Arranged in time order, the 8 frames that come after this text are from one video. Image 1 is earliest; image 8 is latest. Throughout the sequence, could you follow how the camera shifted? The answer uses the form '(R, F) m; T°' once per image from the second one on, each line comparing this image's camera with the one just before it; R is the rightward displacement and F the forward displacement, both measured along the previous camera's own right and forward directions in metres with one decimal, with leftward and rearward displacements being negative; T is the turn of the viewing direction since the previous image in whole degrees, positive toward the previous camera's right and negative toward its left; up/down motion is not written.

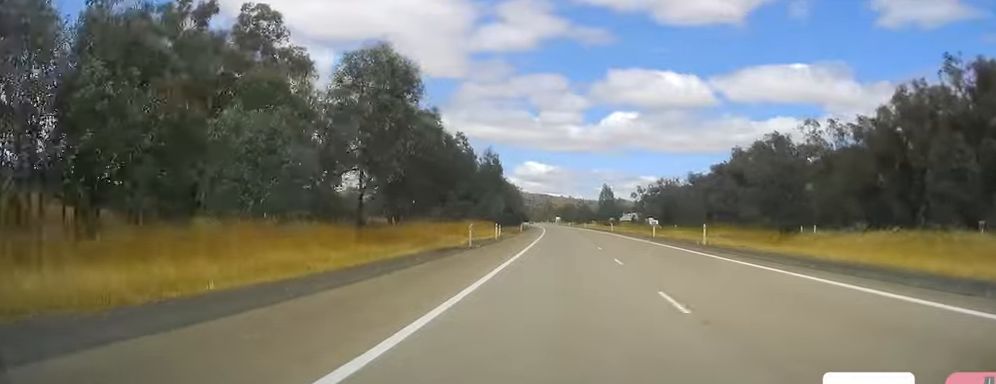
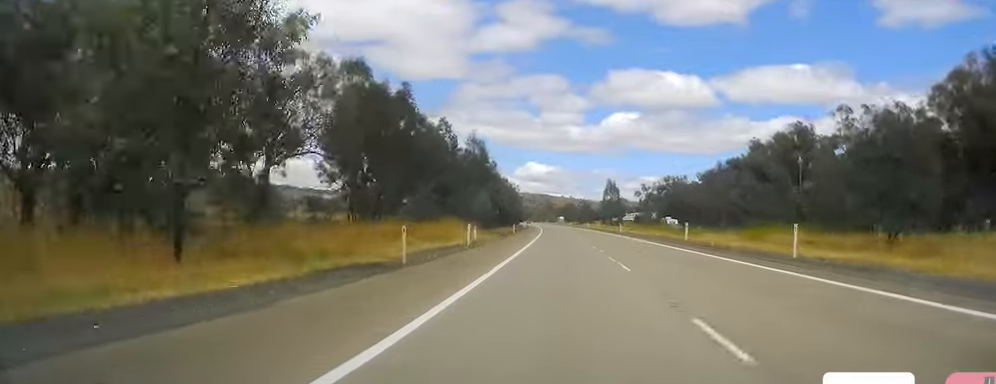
(0.0, +15.5) m; 0°
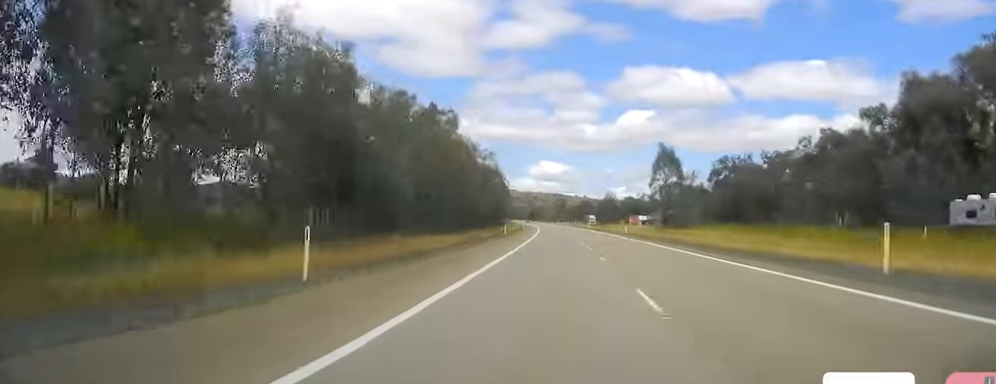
(-0.1, +68.1) m; -1°
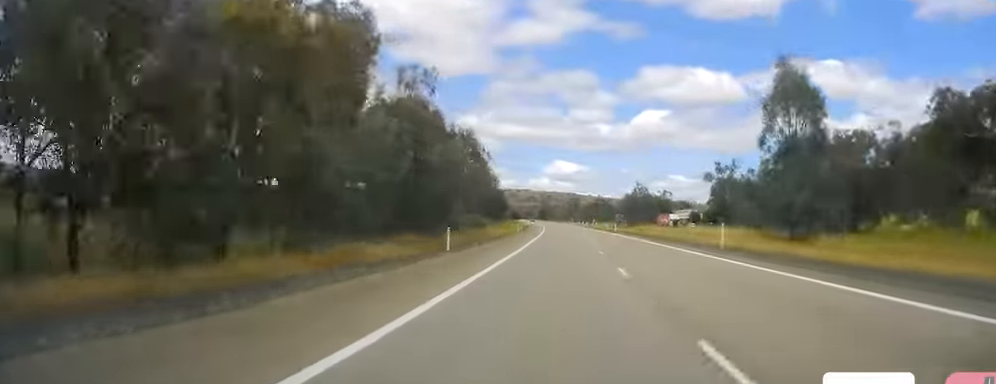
(-0.4, +42.1) m; 0°
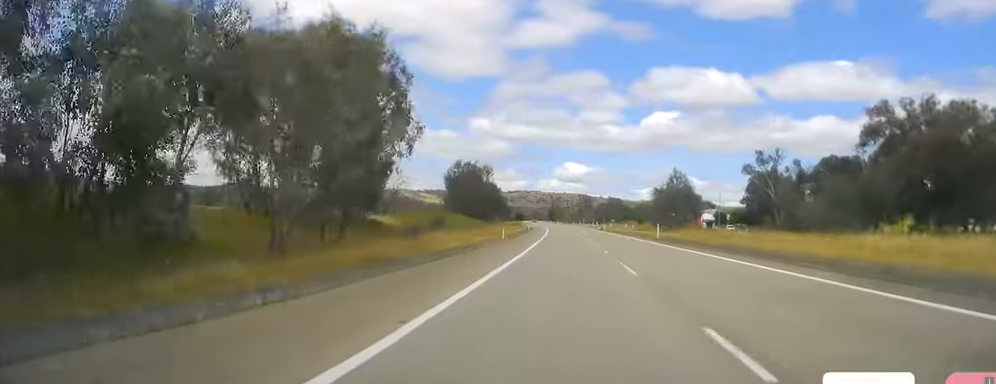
(+0.4, +35.1) m; -1°
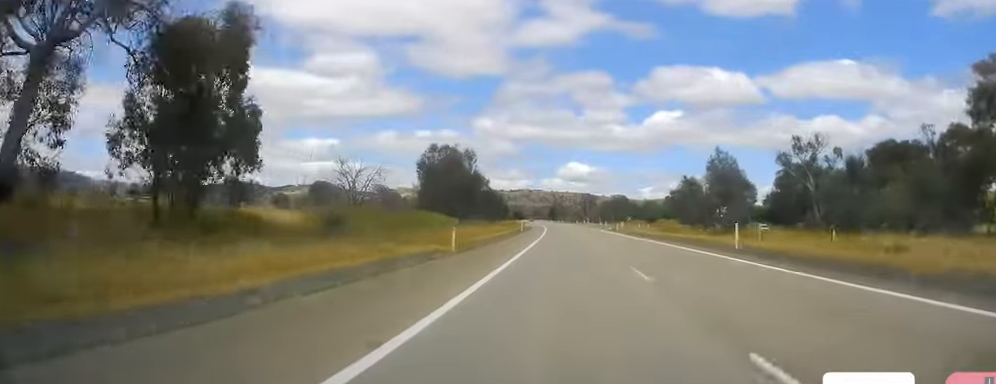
(-0.7, +26.3) m; -2°
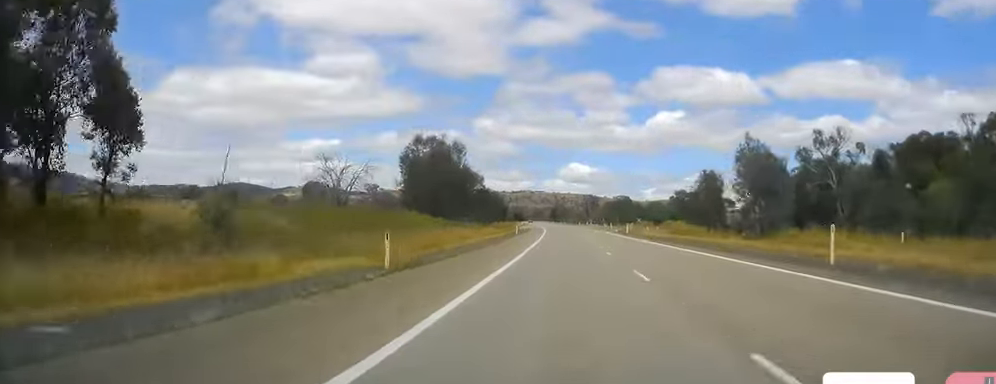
(-0.1, +11.6) m; -1°
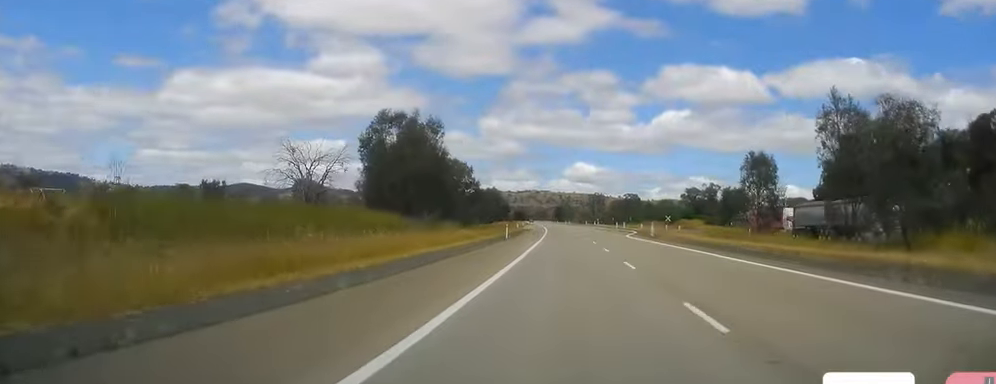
(0.0, +19.4) m; -1°
